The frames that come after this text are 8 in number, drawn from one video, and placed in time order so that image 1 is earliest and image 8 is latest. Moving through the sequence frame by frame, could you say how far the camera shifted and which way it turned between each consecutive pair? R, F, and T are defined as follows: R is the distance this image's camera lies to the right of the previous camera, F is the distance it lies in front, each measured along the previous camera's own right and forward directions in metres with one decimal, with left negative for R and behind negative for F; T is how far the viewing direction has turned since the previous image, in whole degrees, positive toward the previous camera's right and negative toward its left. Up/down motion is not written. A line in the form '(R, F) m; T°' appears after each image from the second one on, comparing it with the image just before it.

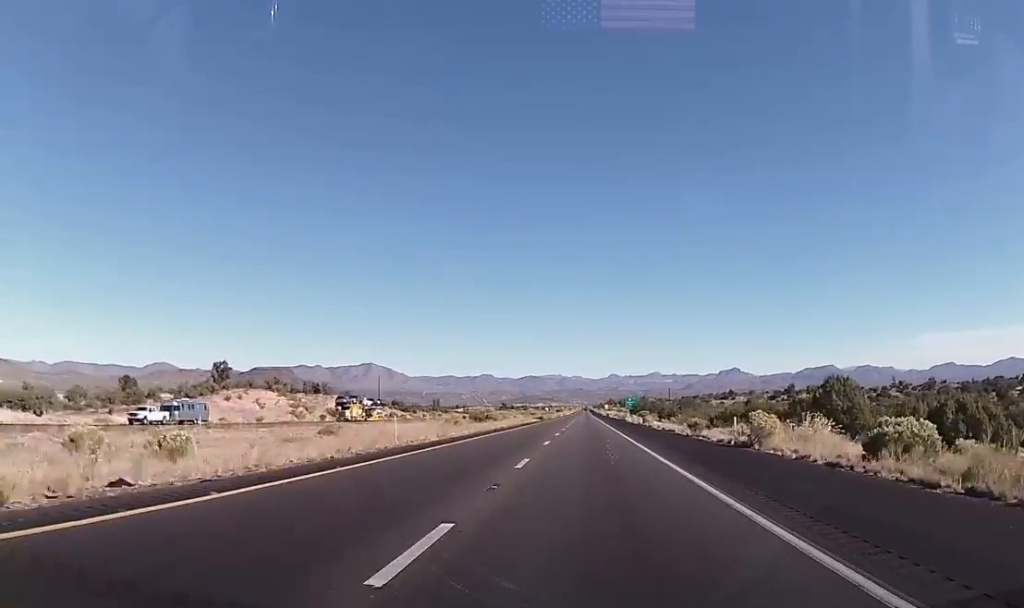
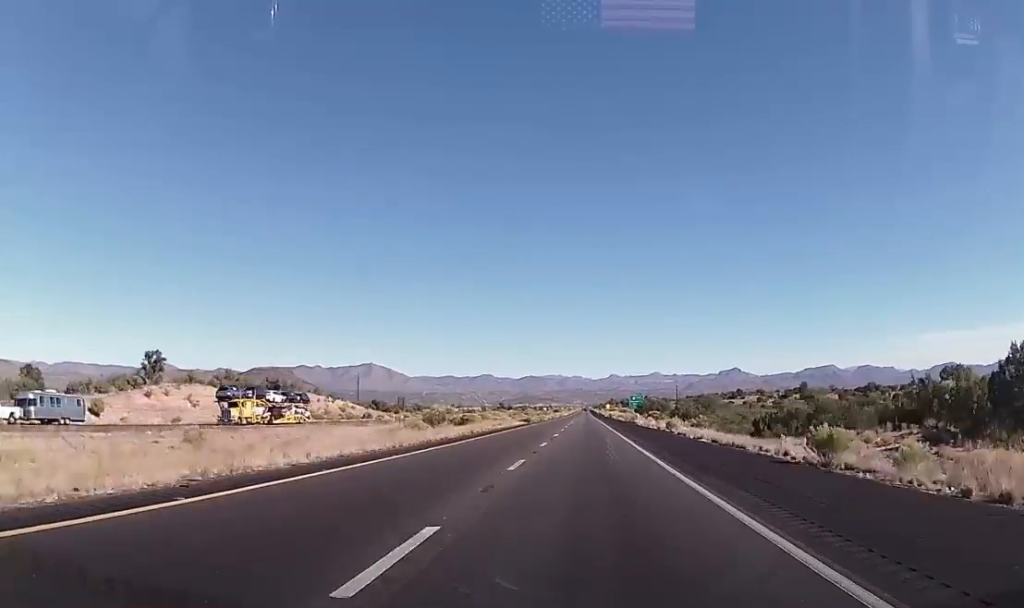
(-0.2, +25.3) m; 0°
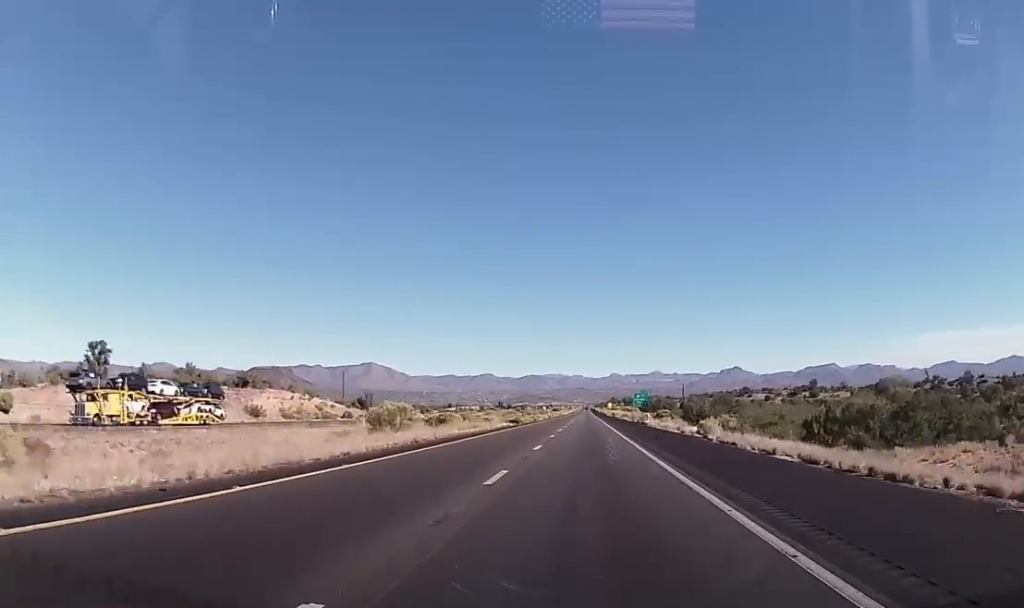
(+0.2, +16.3) m; 0°
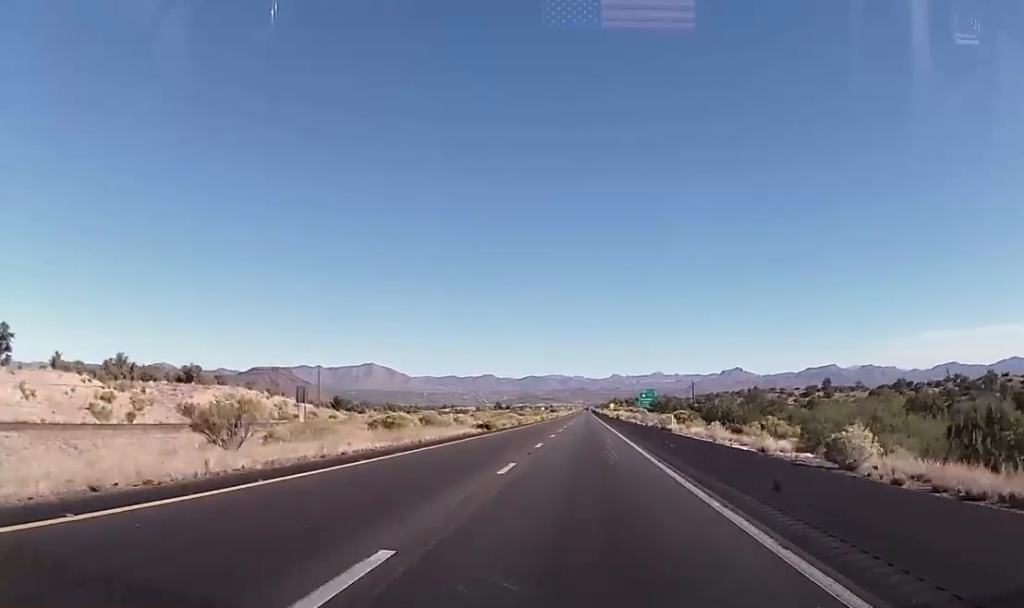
(+0.1, +22.6) m; 0°
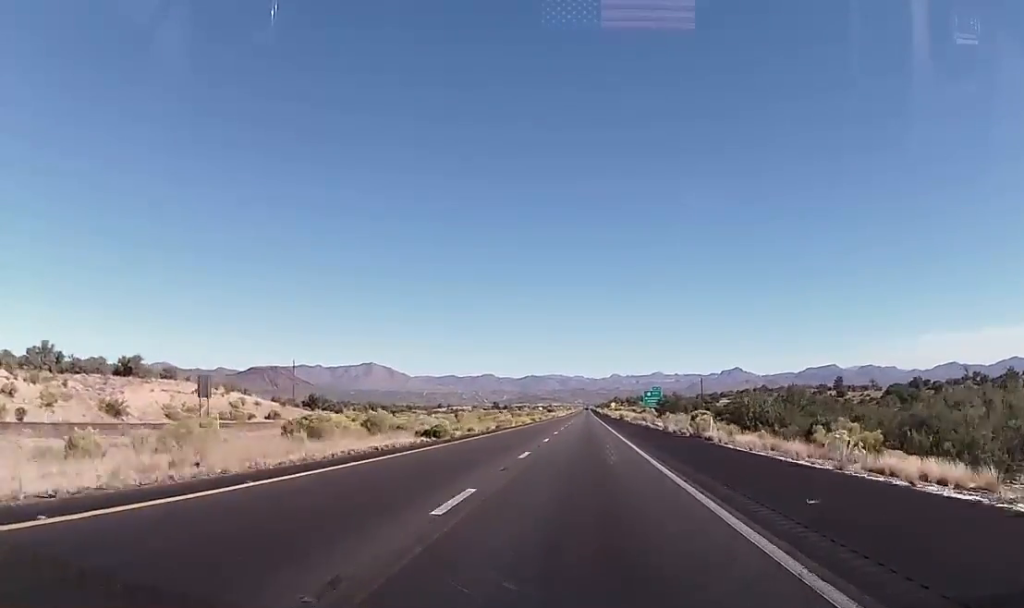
(-0.3, +18.8) m; 0°
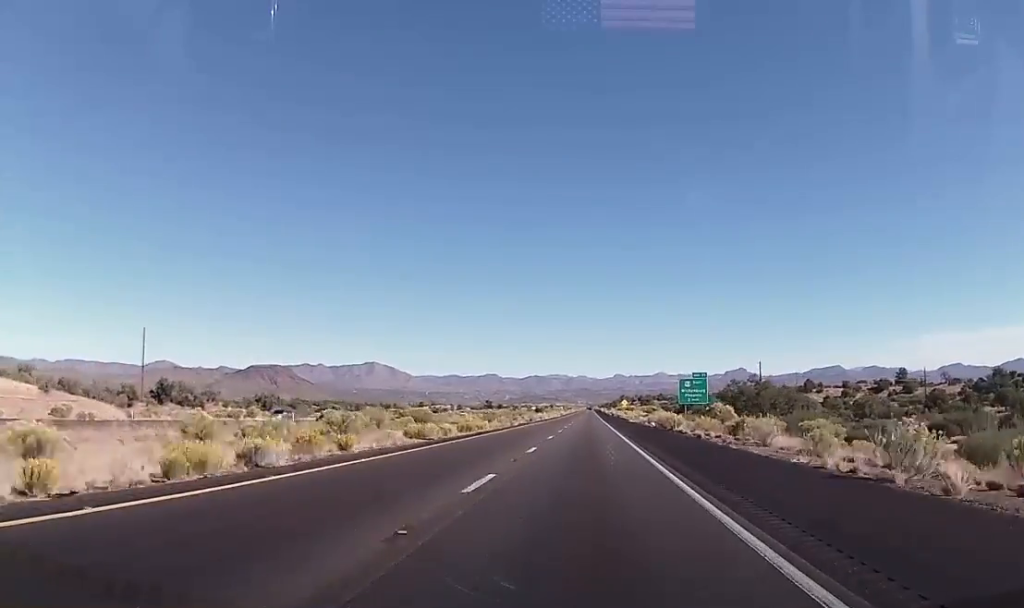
(+0.1, +71.7) m; -1°
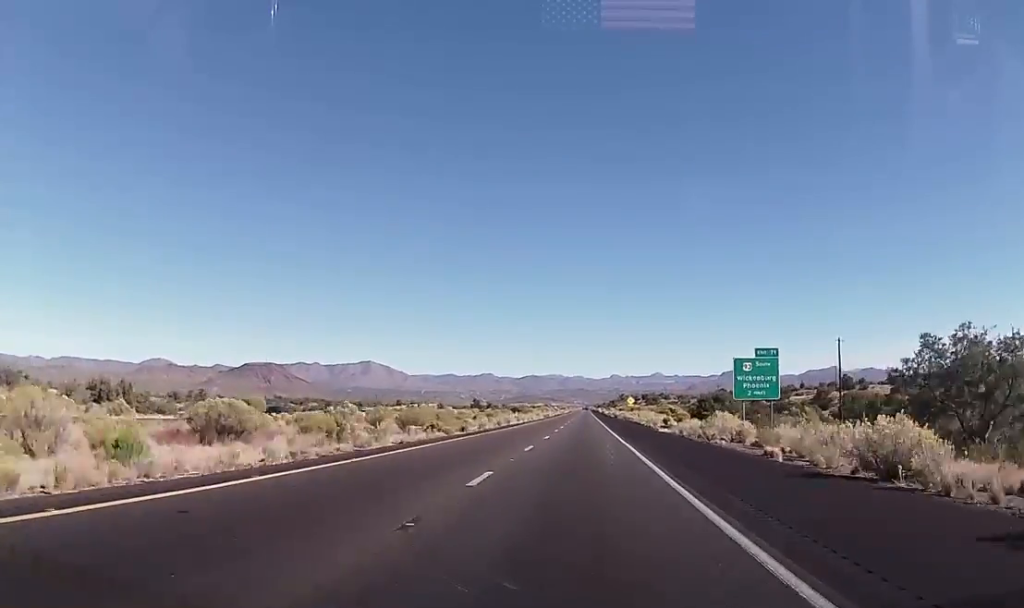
(-0.3, +49.0) m; 0°
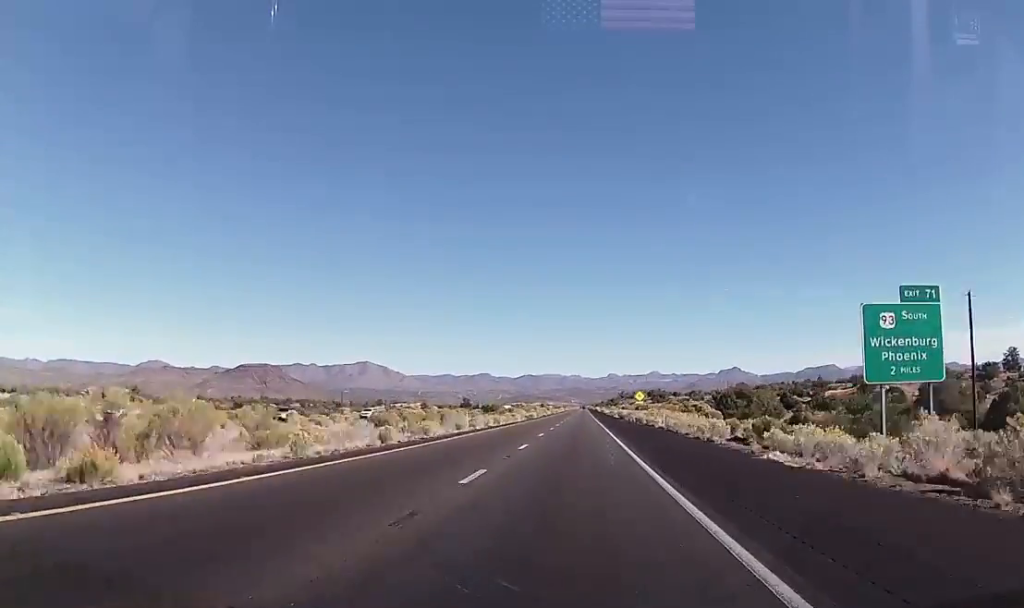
(+0.5, +37.9) m; 0°
